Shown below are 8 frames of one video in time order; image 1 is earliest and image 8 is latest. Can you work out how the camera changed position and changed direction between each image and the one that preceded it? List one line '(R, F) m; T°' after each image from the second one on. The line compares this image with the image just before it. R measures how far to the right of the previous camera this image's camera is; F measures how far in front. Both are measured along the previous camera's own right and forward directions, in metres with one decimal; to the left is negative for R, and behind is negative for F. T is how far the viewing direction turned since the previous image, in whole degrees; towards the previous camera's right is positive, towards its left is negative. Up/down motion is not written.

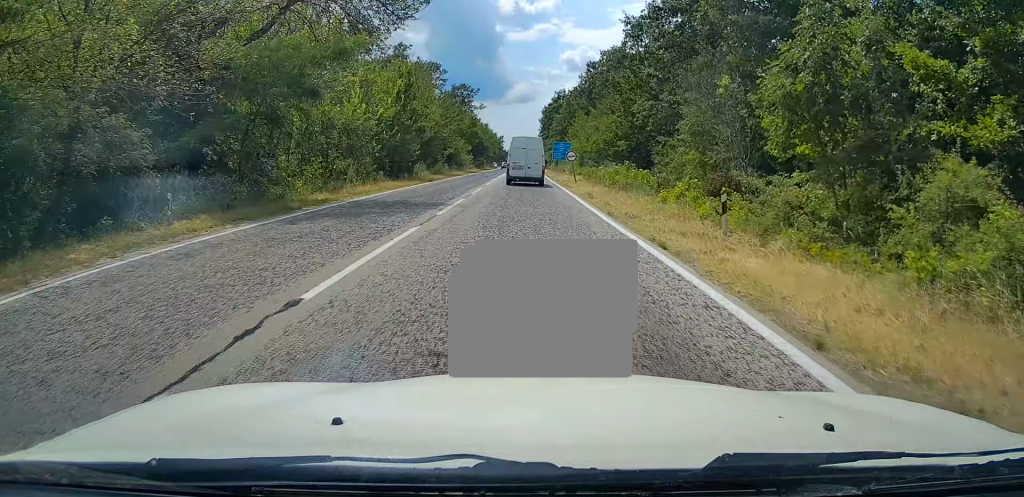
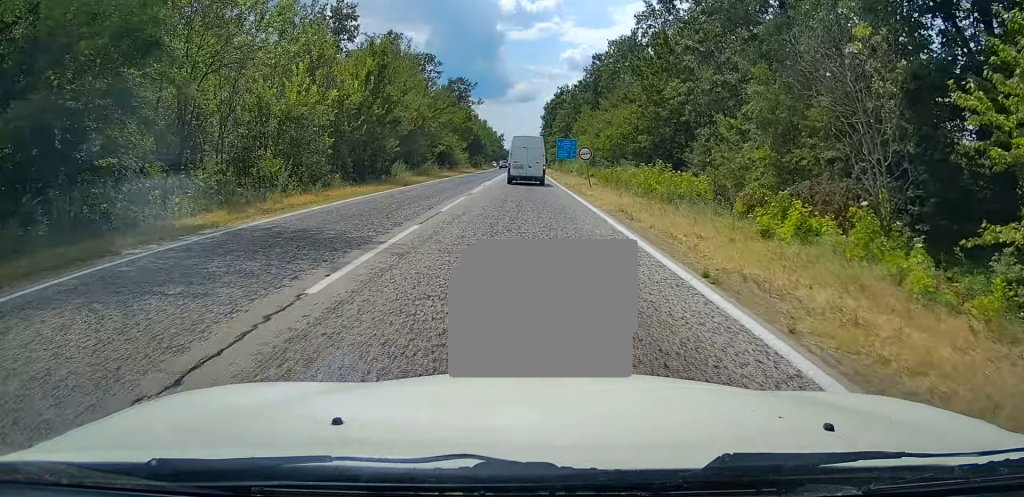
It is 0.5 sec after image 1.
(0.0, +8.7) m; 0°
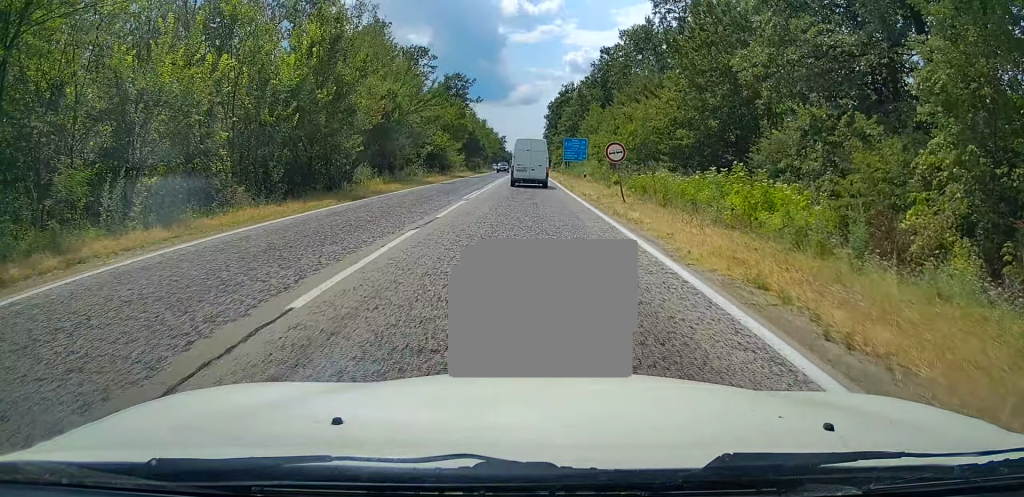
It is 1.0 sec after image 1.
(0.0, +9.9) m; +1°
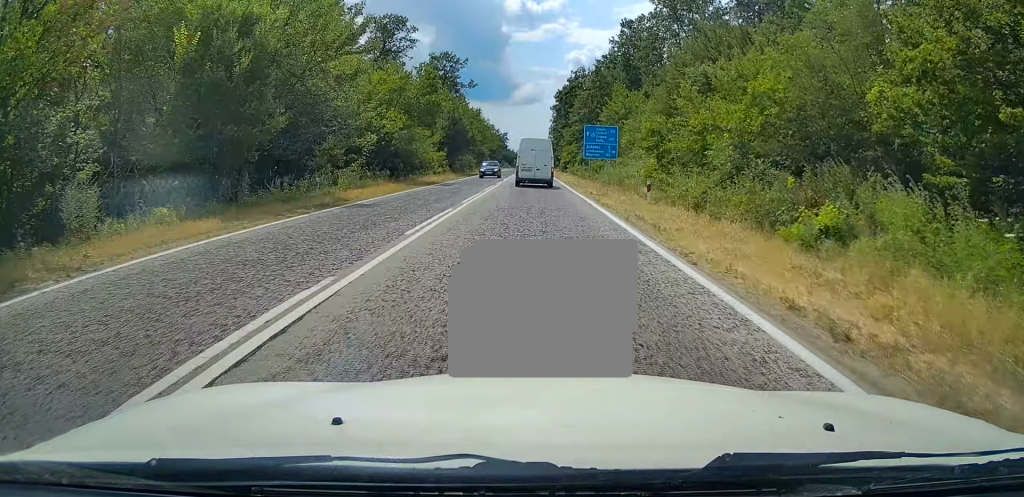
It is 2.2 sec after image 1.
(+0.4, +21.8) m; 0°
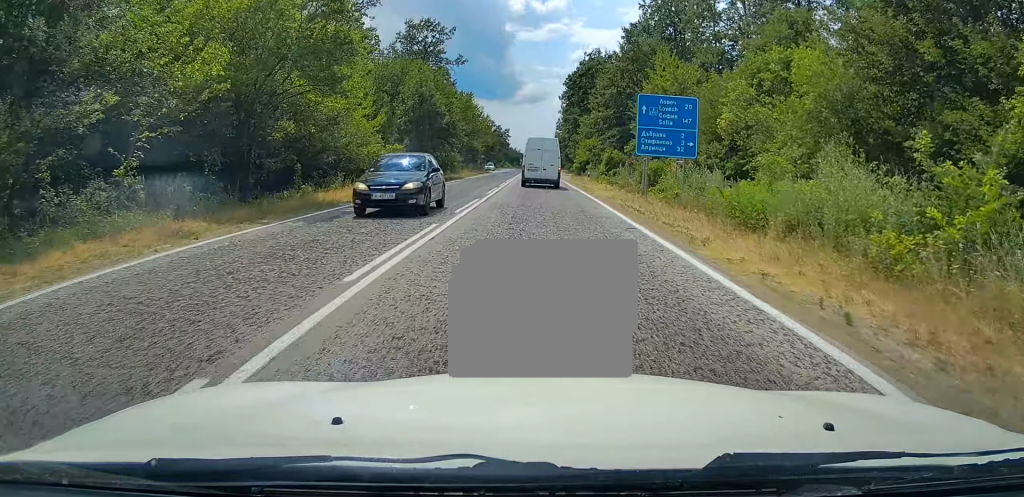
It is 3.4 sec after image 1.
(-0.5, +22.2) m; -1°
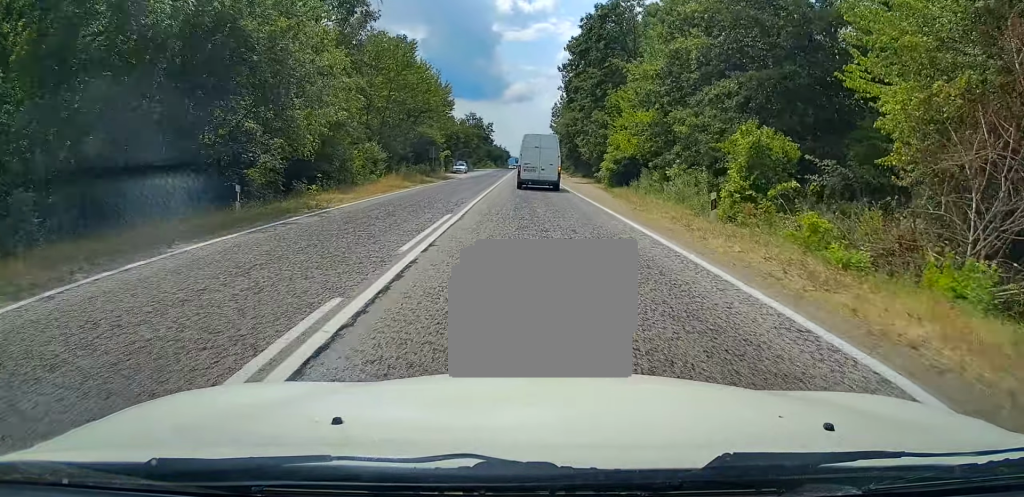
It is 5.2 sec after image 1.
(0.0, +34.2) m; 0°
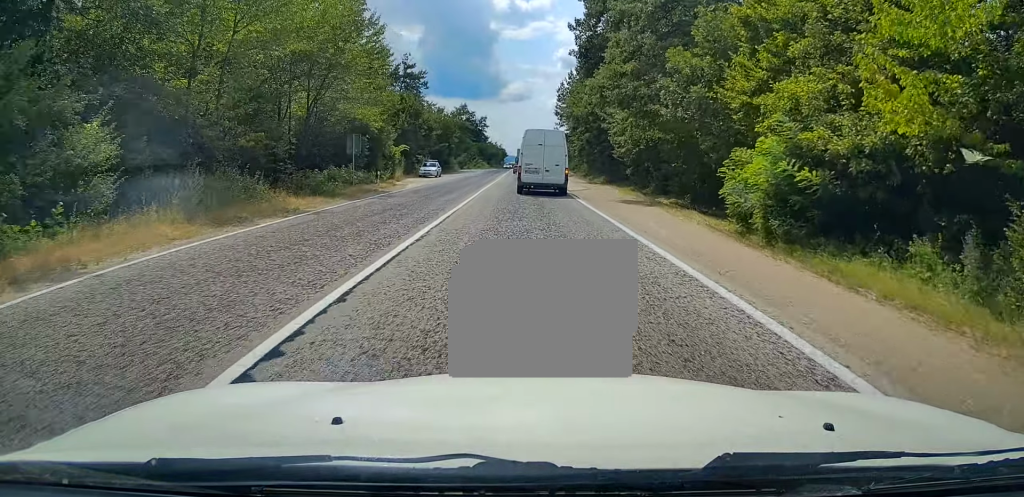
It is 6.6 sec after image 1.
(+0.4, +24.7) m; +2°
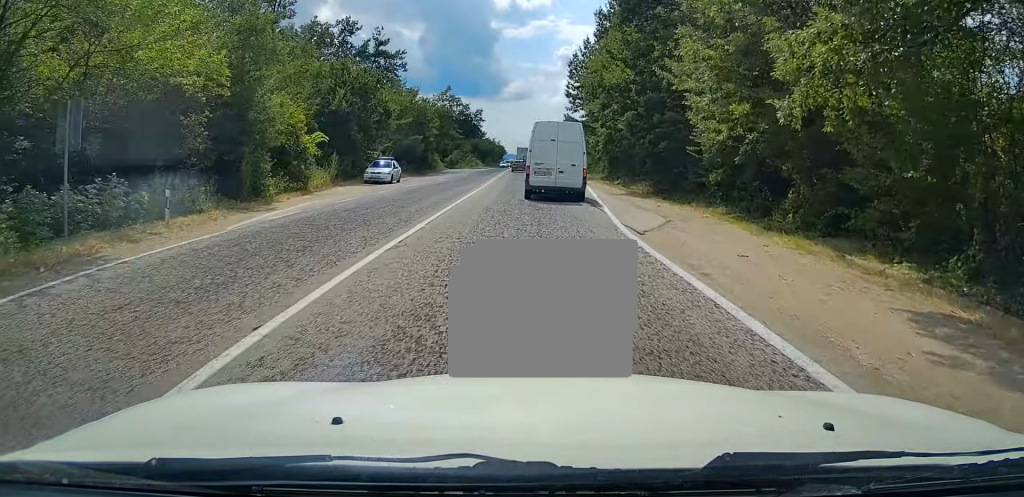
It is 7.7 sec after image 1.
(+0.2, +19.9) m; +1°
